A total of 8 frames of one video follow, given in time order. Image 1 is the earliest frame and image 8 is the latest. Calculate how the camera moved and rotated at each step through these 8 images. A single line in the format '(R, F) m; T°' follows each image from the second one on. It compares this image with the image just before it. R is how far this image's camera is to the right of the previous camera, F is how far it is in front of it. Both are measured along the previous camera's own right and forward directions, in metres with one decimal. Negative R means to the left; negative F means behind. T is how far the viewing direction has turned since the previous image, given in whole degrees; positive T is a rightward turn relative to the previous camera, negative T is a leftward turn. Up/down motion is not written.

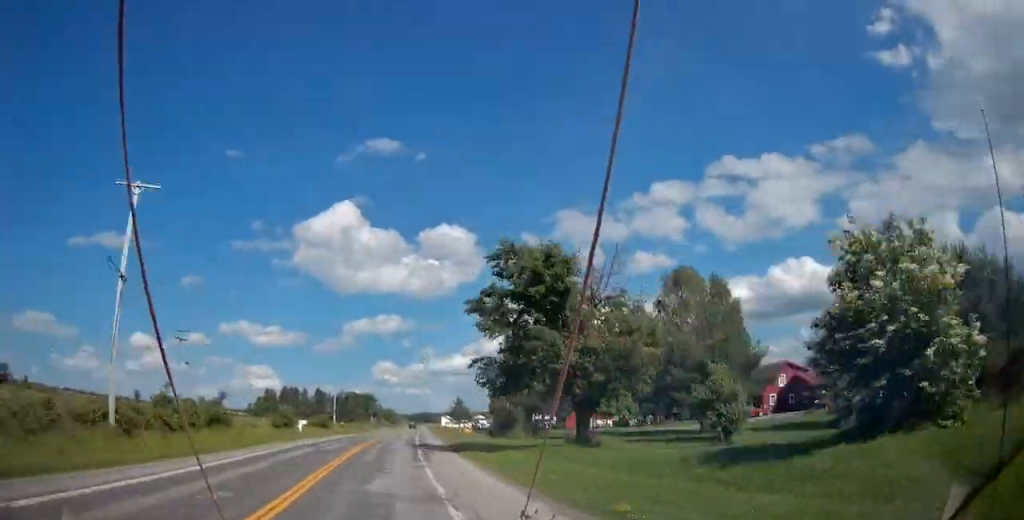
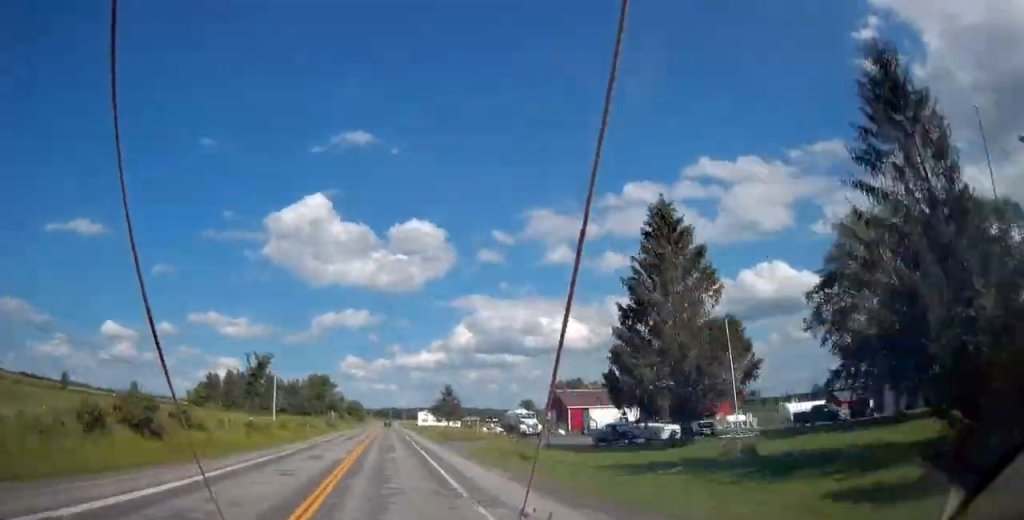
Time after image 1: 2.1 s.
(+0.7, +55.2) m; +1°
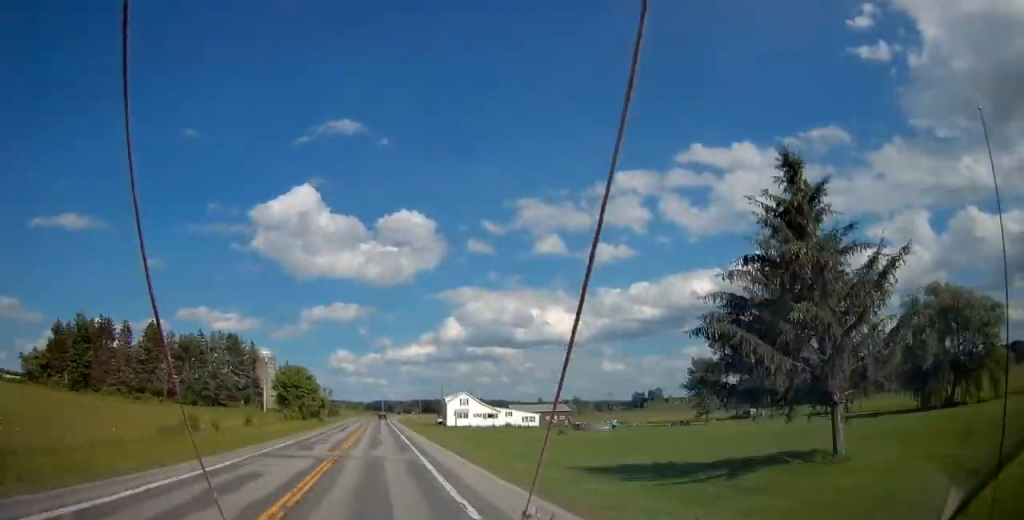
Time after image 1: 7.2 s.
(+1.4, +129.4) m; +2°
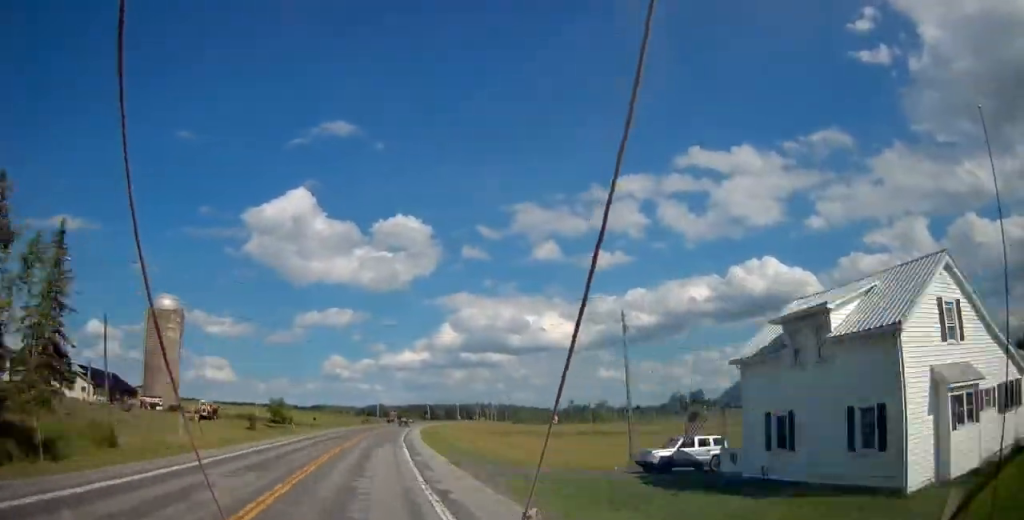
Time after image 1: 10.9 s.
(+1.6, +93.0) m; +3°
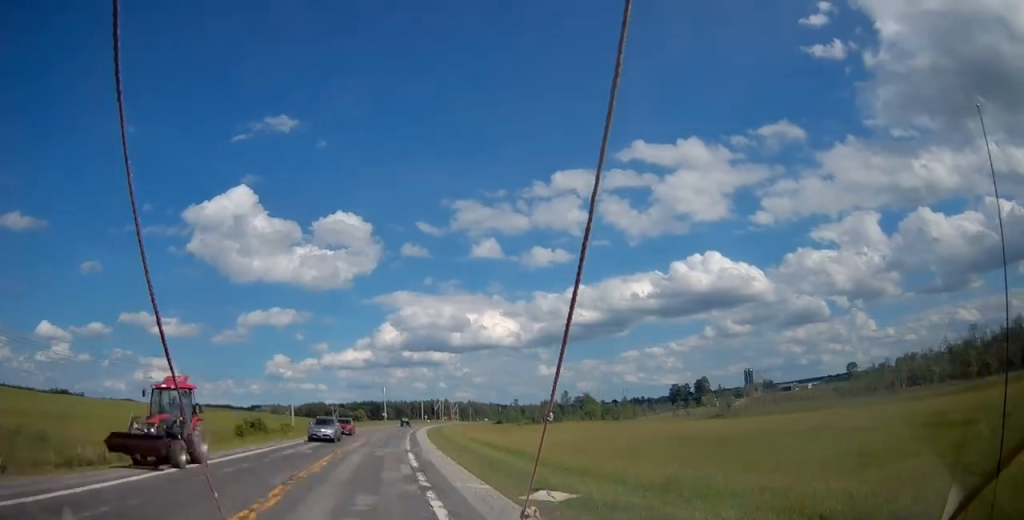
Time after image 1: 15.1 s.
(+3.4, +99.6) m; +5°
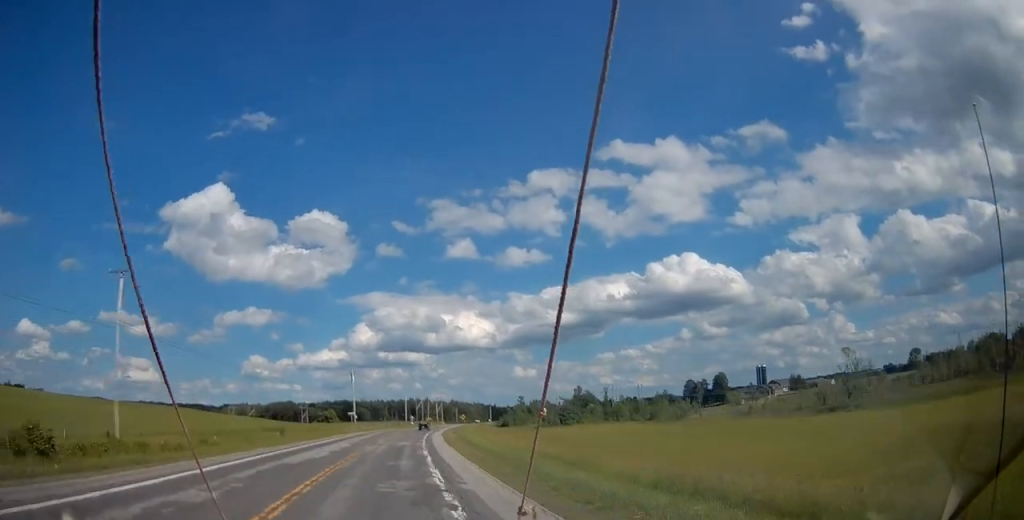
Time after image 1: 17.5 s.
(+0.8, +56.6) m; +4°
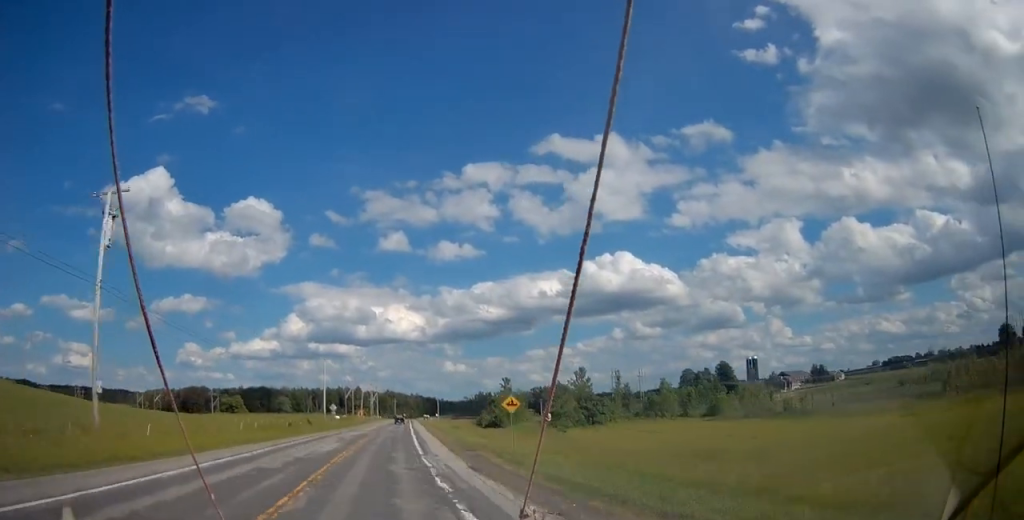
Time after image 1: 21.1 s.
(+4.0, +82.5) m; +5°
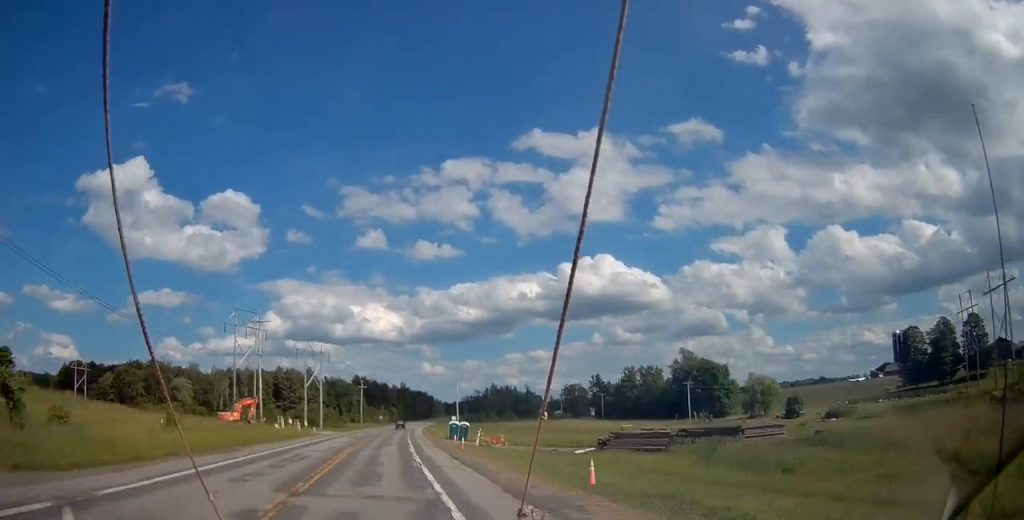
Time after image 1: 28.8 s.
(+7.1, +172.5) m; +4°
